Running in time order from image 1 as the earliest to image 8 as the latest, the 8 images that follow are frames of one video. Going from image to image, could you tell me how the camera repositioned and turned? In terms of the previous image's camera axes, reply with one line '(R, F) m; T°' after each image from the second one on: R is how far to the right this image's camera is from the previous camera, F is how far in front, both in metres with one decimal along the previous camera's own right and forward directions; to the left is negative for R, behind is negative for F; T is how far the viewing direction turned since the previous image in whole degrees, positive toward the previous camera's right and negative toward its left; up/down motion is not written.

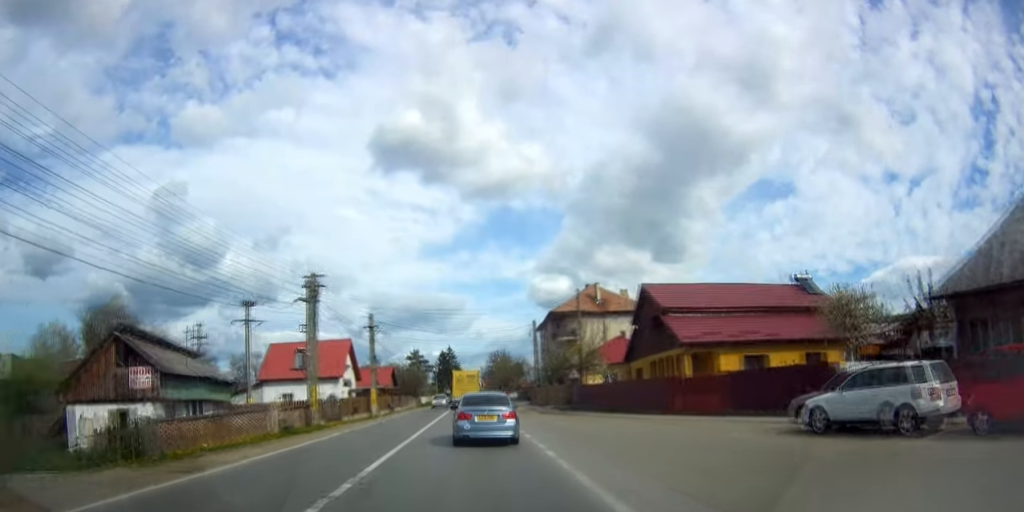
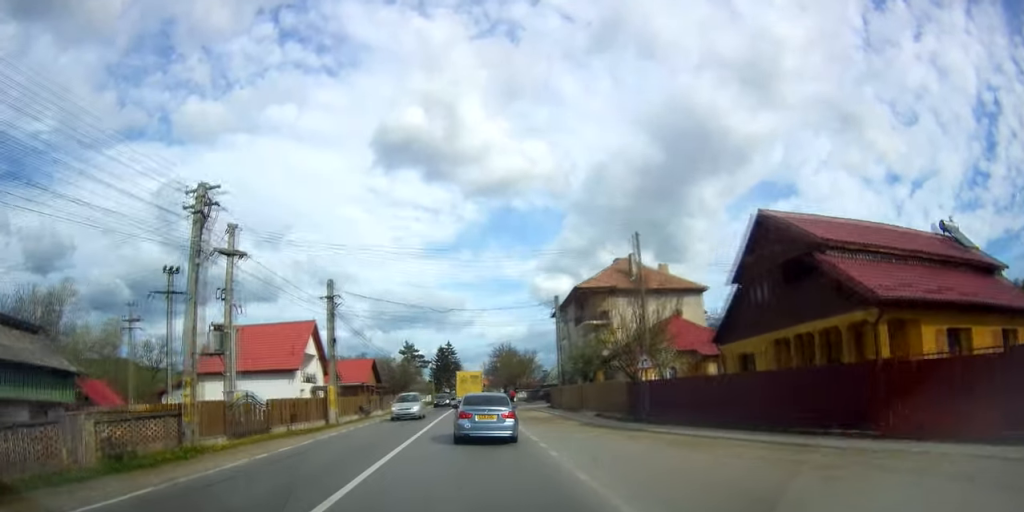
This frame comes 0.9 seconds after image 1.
(0.0, +15.9) m; 0°
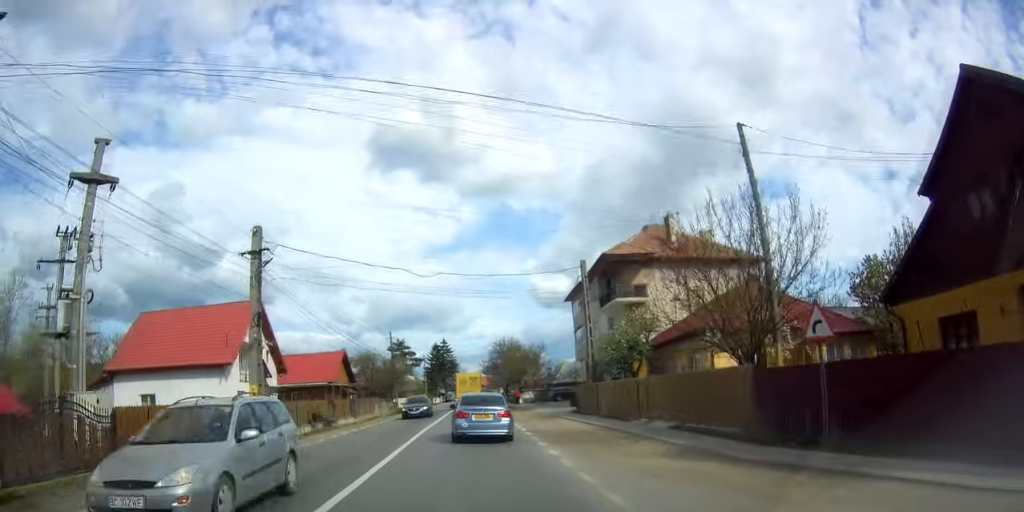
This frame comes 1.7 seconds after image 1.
(0.0, +12.7) m; 0°
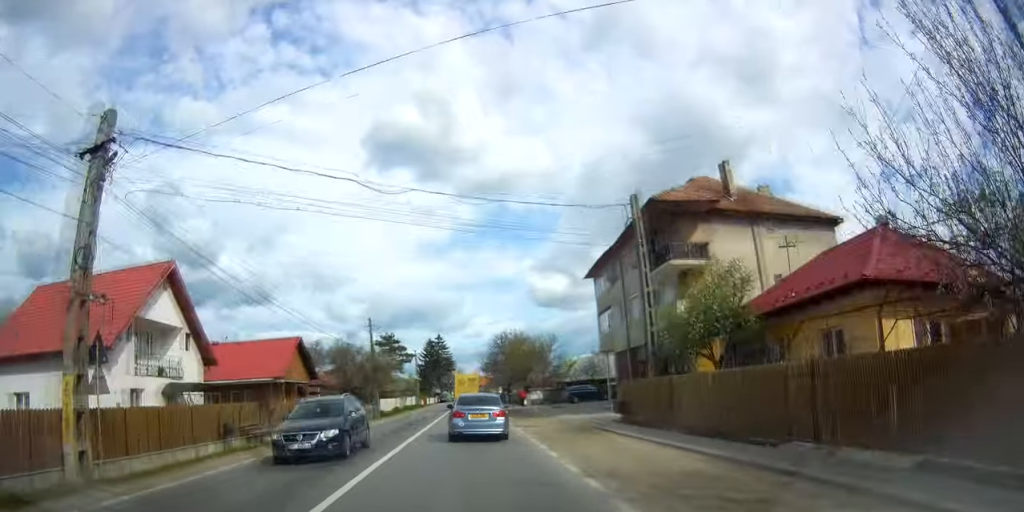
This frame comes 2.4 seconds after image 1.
(0.0, +11.8) m; 0°
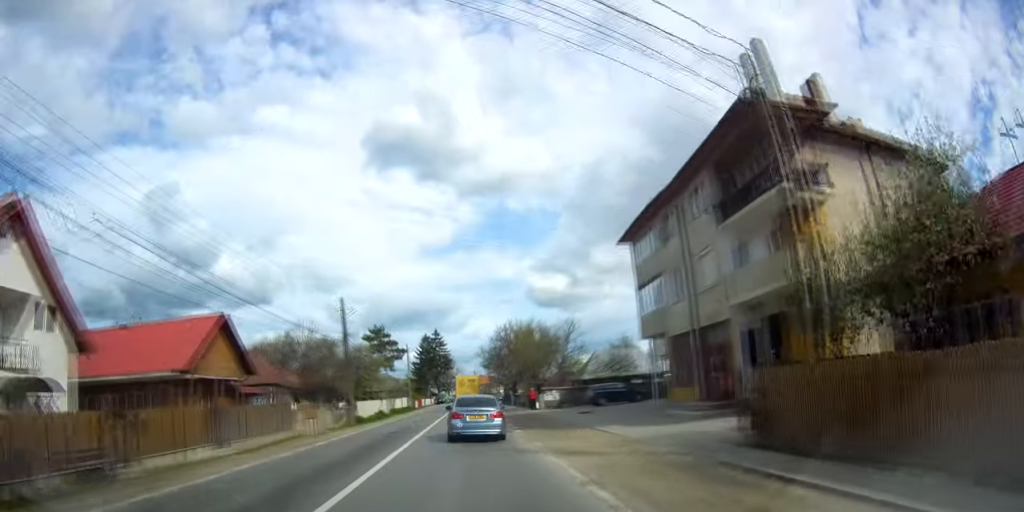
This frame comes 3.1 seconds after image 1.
(0.0, +11.0) m; 0°
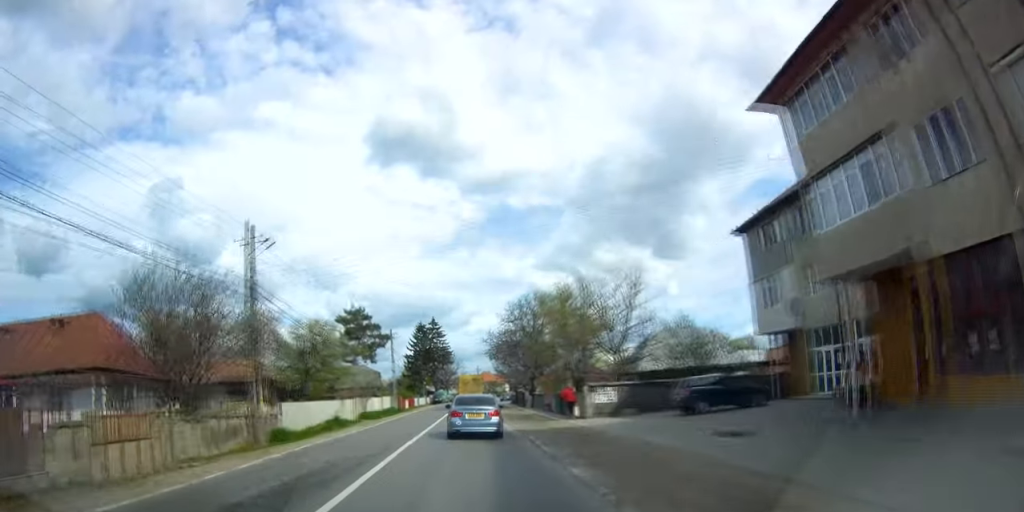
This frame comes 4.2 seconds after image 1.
(0.0, +17.9) m; 0°
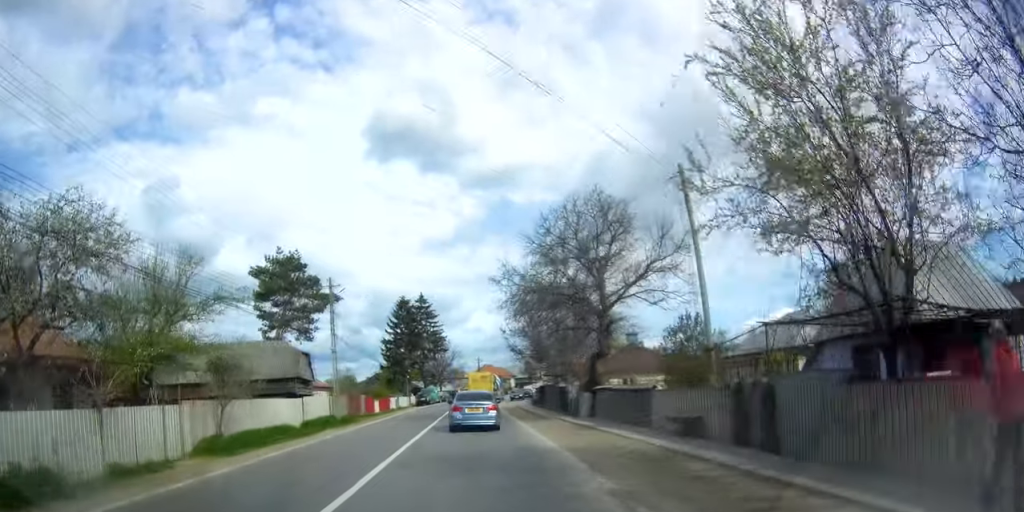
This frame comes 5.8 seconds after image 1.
(+0.4, +25.9) m; 0°
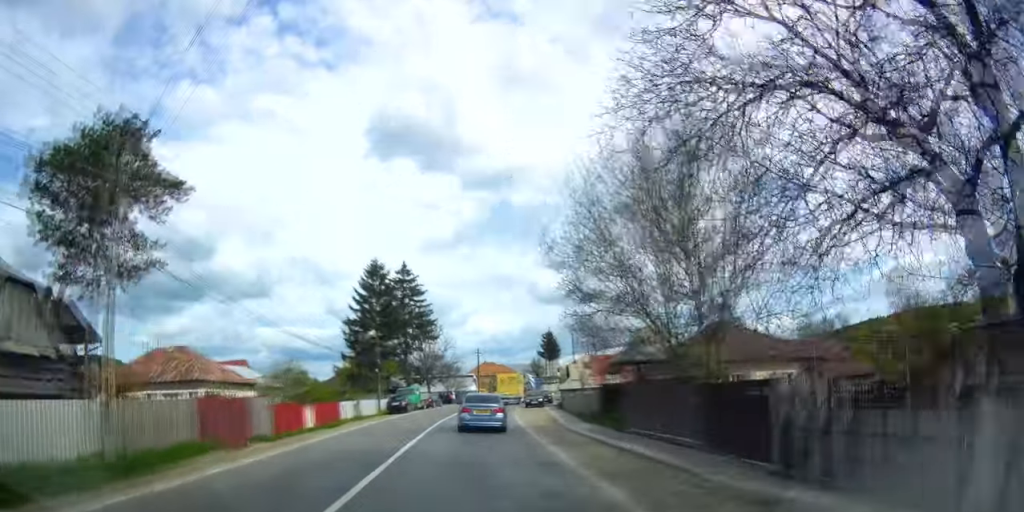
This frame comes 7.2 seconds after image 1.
(-0.5, +23.2) m; 0°
